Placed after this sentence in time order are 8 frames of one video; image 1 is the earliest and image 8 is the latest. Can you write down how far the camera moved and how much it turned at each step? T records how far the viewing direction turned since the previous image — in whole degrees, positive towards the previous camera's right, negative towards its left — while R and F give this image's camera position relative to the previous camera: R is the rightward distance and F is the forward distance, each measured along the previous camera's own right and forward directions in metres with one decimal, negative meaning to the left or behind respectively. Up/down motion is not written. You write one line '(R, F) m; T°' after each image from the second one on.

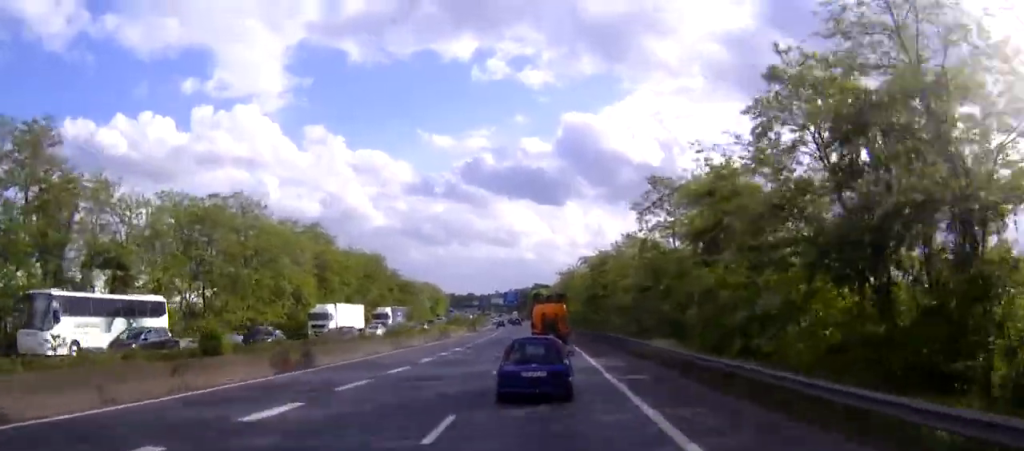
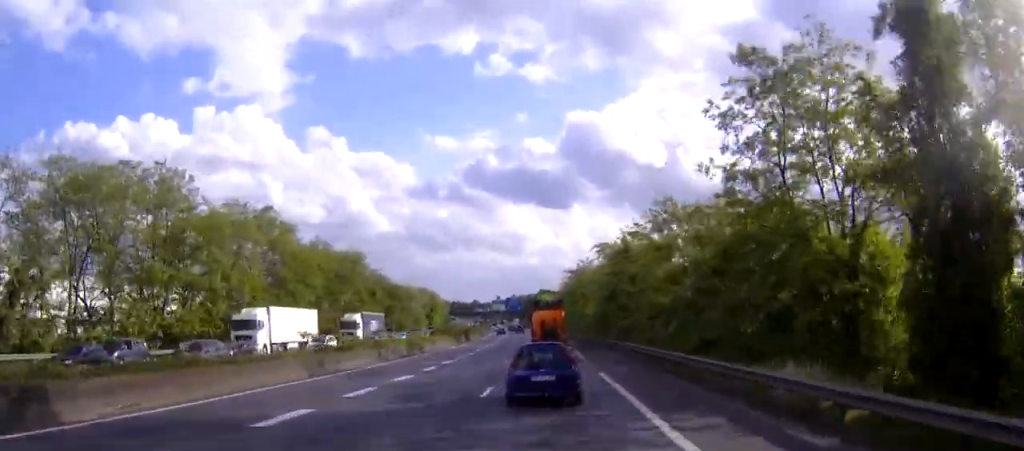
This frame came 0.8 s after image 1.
(-0.2, +18.9) m; -1°
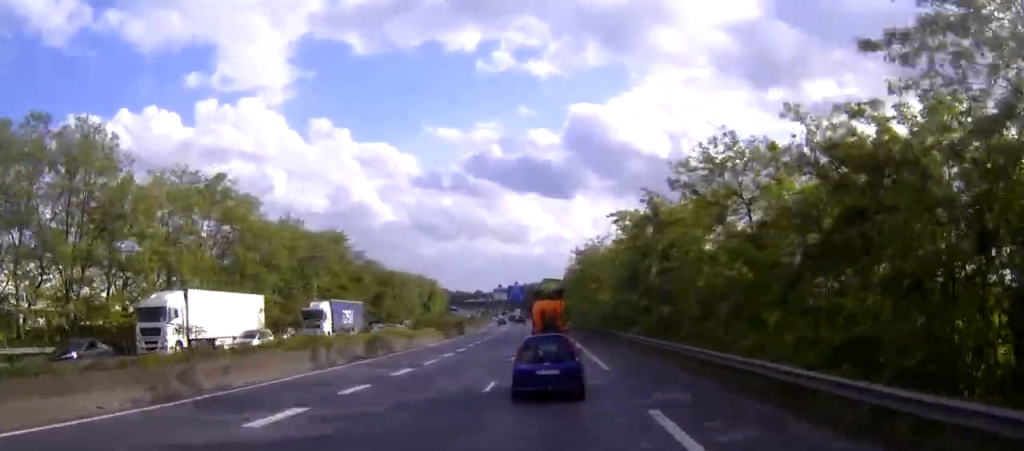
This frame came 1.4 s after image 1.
(0.0, +13.3) m; 0°
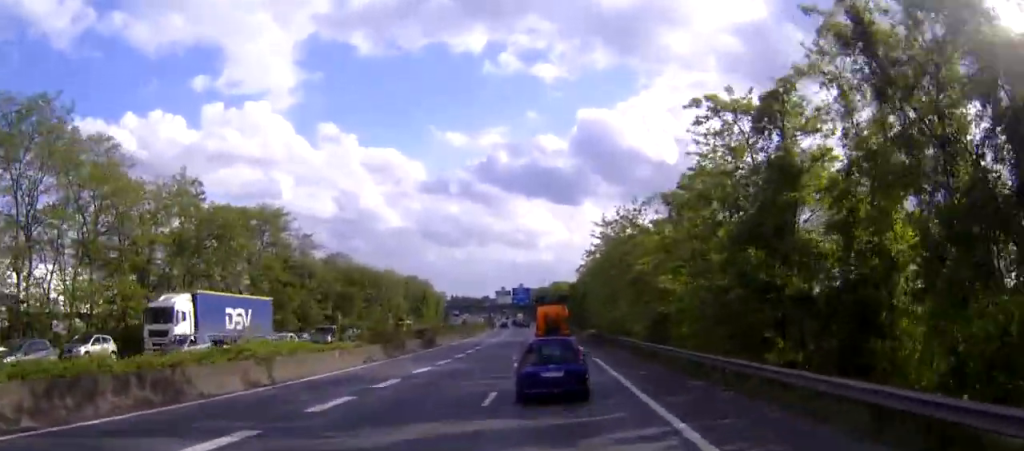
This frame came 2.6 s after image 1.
(0.0, +29.0) m; 0°
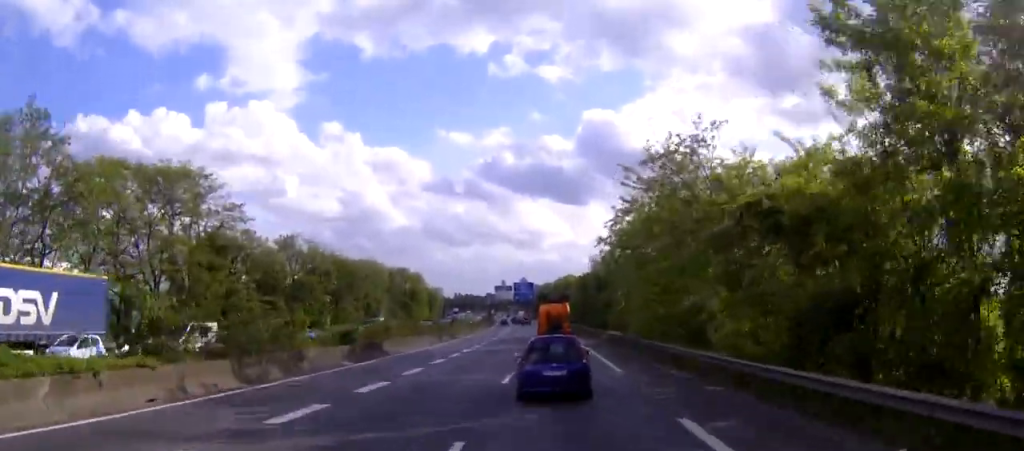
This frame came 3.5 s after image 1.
(0.0, +22.1) m; 0°
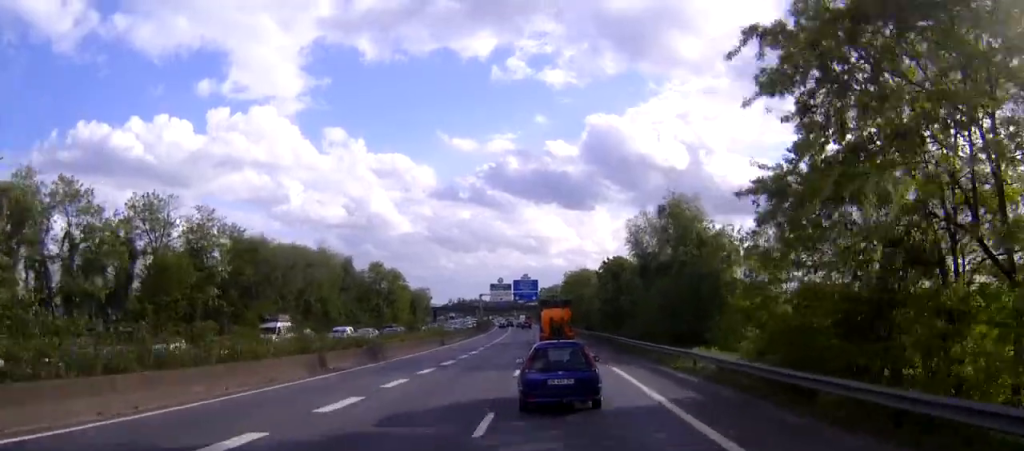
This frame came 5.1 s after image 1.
(-0.2, +36.3) m; -1°
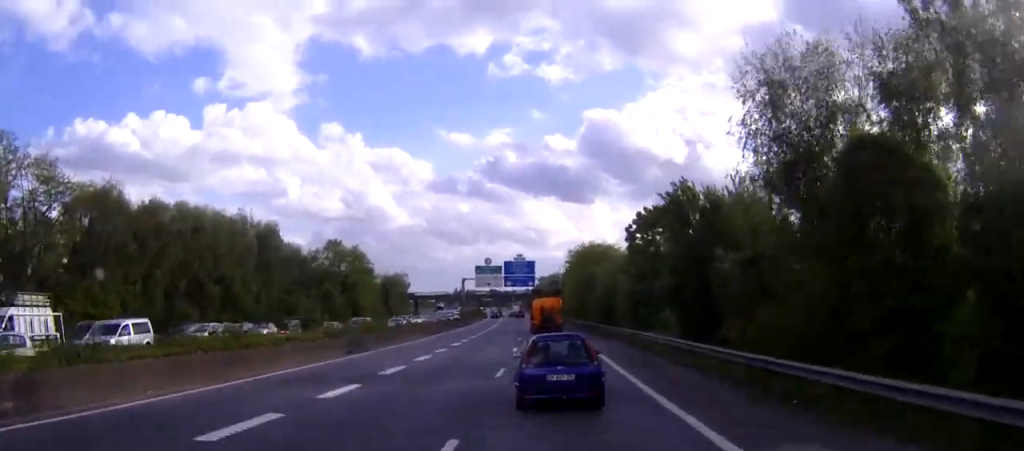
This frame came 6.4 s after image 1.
(-0.1, +31.2) m; 0°
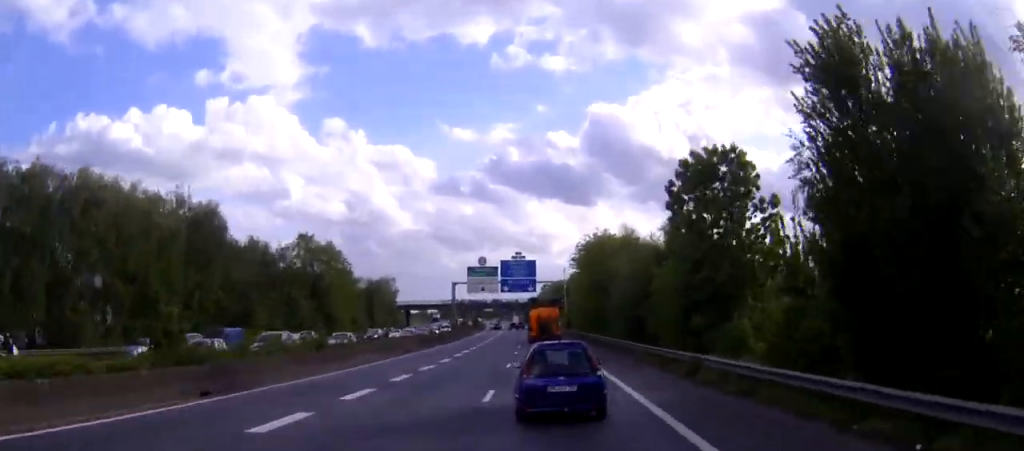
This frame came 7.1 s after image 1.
(0.0, +17.0) m; 0°
